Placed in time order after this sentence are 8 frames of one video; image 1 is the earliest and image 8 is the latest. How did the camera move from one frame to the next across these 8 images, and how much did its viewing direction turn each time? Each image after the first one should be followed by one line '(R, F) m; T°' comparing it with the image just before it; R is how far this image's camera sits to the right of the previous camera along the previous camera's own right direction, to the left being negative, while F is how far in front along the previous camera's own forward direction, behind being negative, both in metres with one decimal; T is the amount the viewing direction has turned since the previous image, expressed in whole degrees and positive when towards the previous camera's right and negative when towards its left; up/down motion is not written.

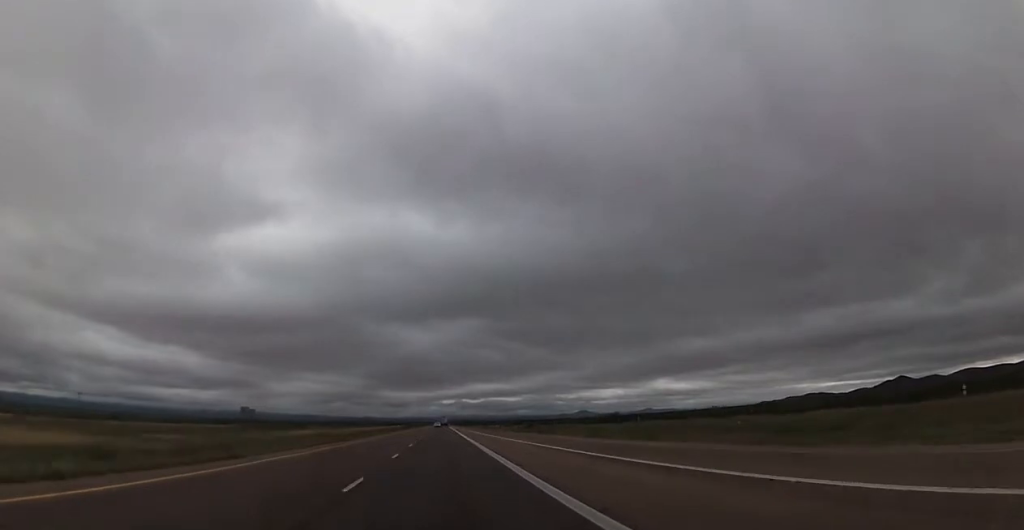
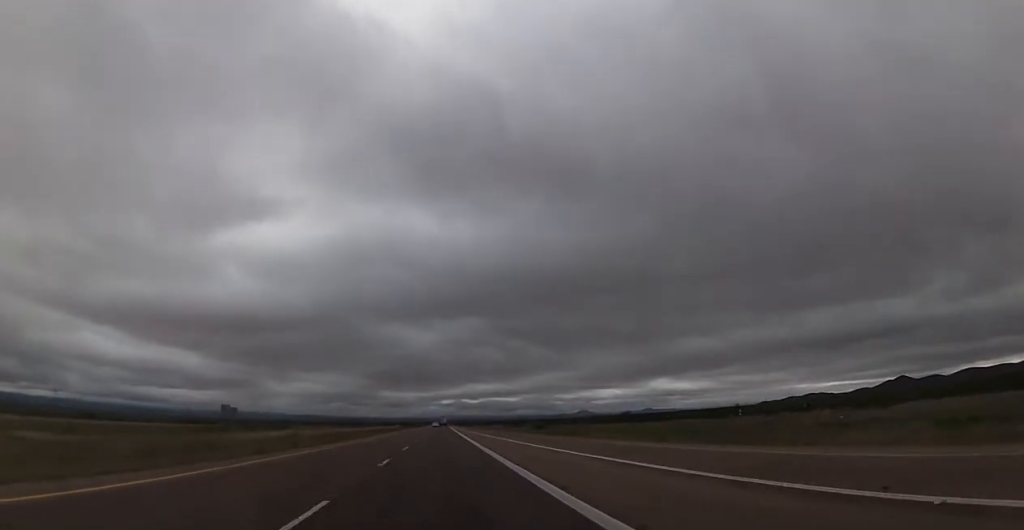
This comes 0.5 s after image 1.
(+0.1, +17.1) m; 0°
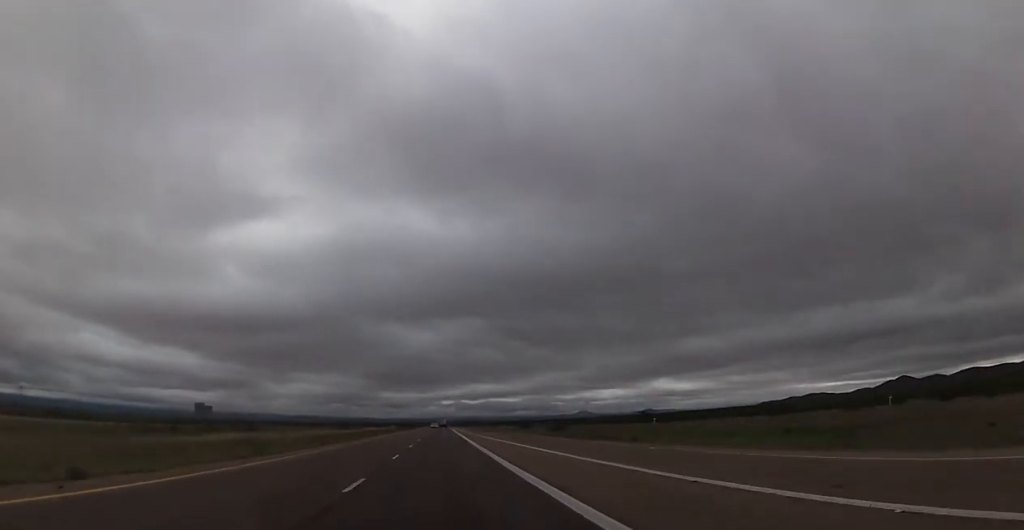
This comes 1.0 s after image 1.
(0.0, +18.3) m; 0°
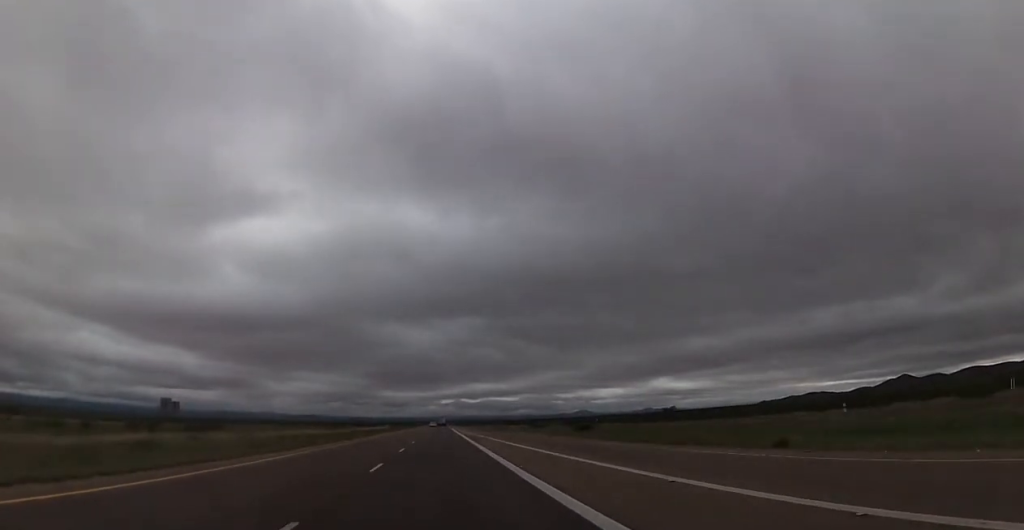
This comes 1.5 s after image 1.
(0.0, +19.5) m; 0°
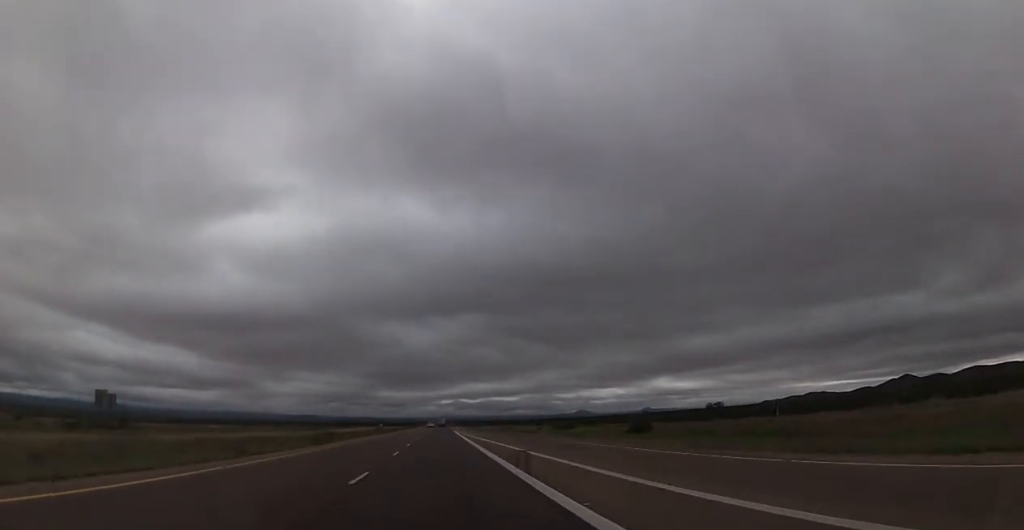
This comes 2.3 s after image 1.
(0.0, +27.9) m; 0°
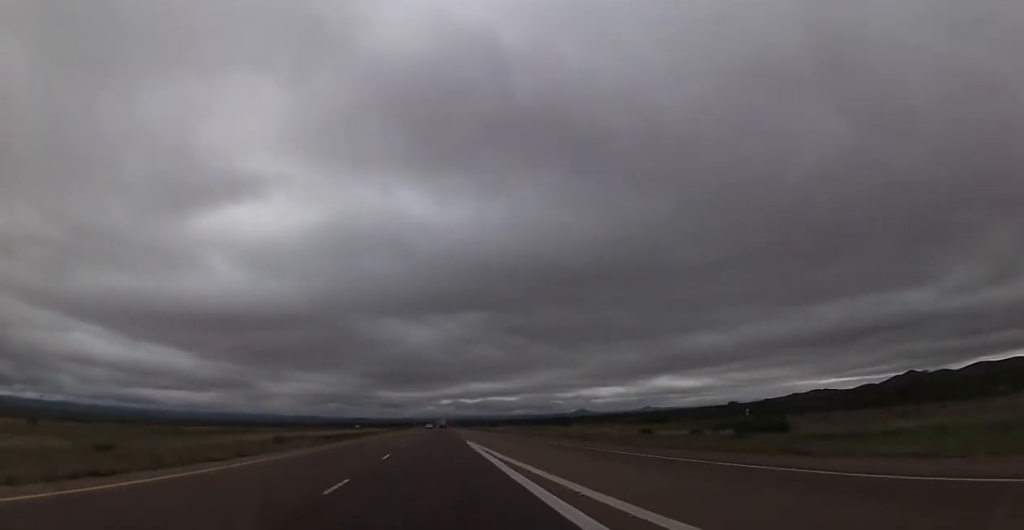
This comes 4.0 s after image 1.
(0.0, +62.8) m; 0°
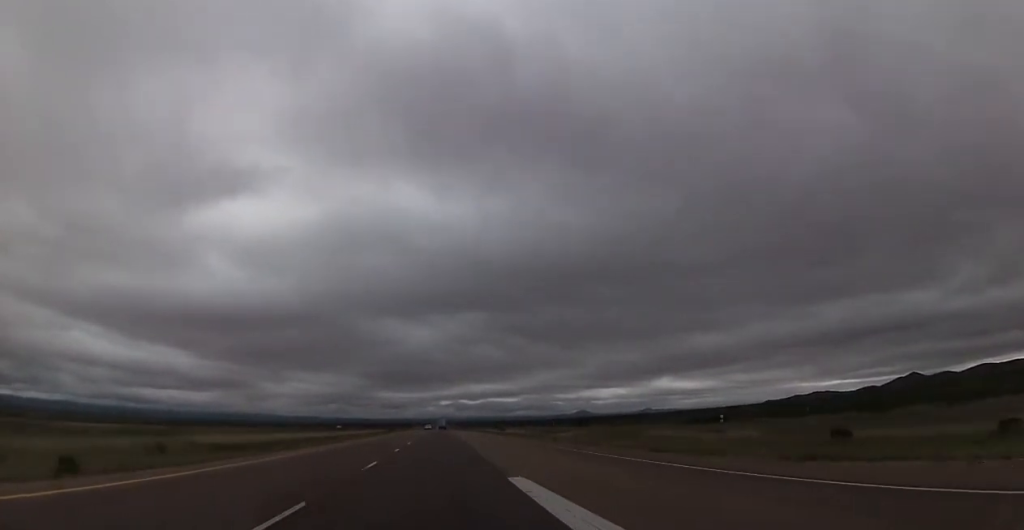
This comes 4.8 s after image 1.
(0.0, +29.0) m; 0°
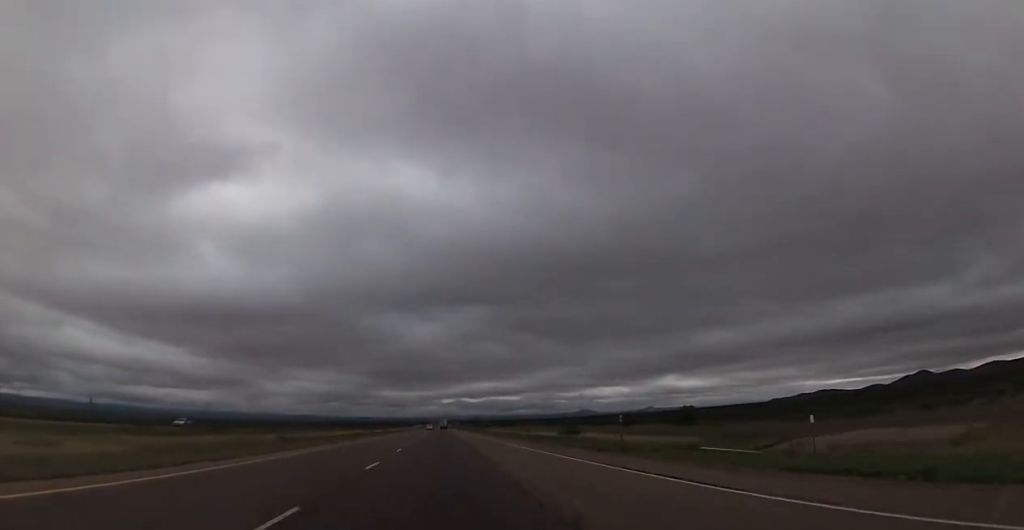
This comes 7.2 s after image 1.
(0.0, +85.7) m; -1°
